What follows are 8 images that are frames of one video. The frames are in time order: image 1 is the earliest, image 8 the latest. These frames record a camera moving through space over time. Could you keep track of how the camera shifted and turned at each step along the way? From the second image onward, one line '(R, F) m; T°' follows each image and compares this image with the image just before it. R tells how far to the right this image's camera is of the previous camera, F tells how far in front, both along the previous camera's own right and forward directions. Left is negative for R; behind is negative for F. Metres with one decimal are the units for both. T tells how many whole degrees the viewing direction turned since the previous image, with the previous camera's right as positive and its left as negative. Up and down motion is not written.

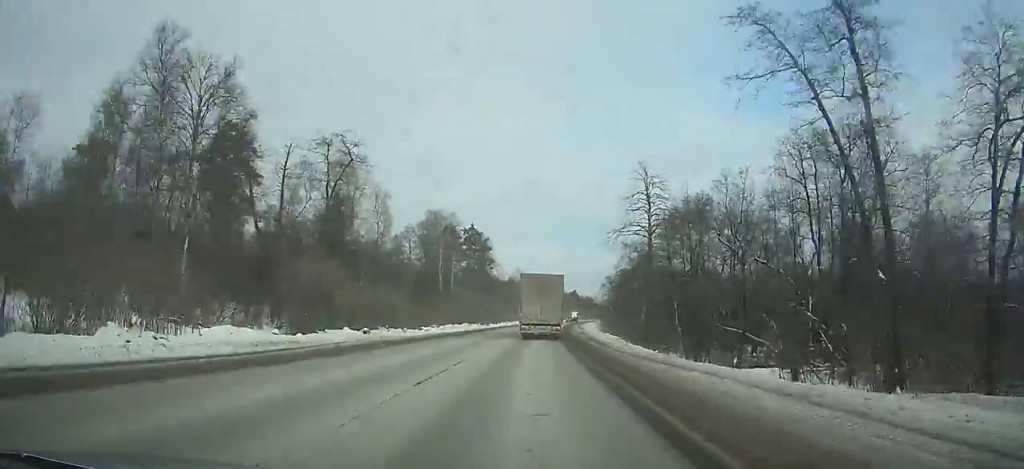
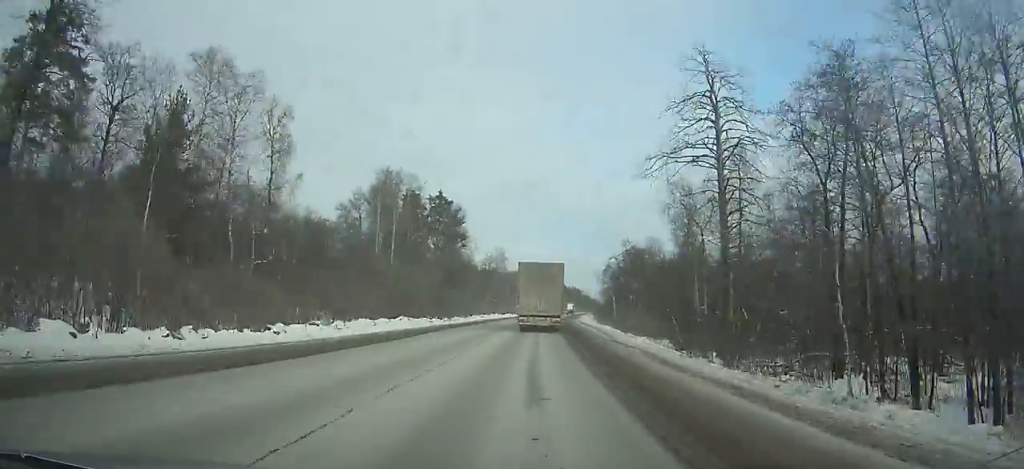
(+0.2, +31.2) m; +1°
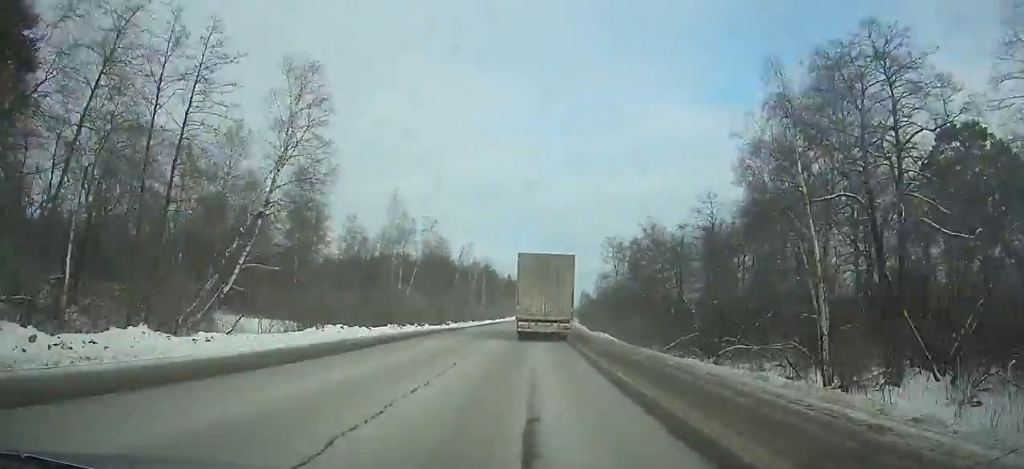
(+4.0, +103.0) m; +4°
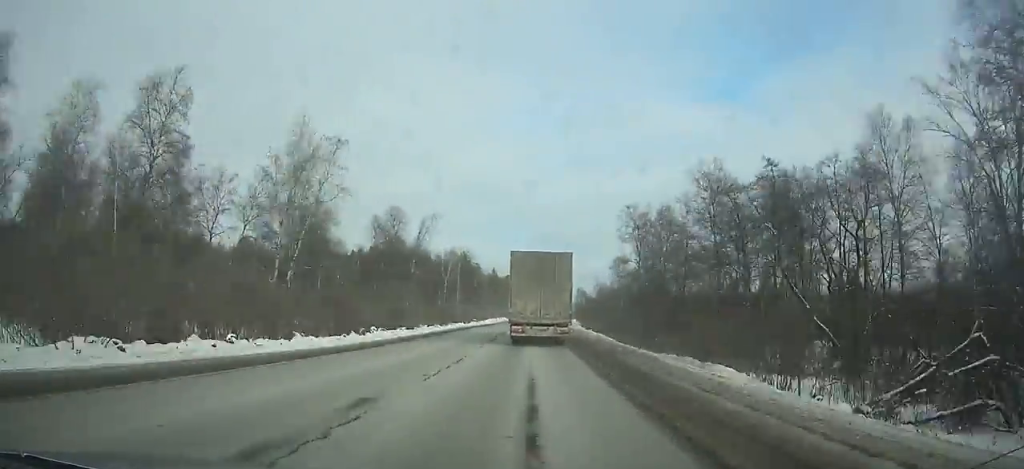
(+0.2, +33.4) m; +1°
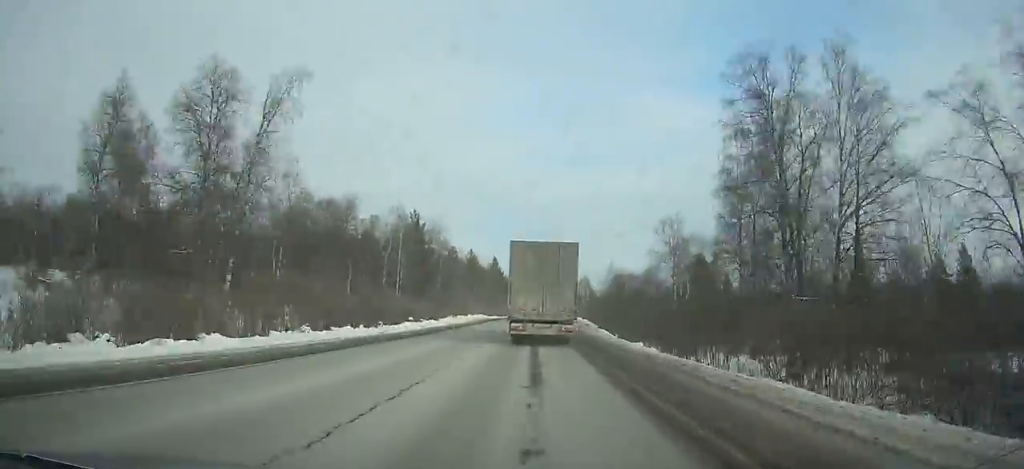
(+0.5, +49.5) m; +1°
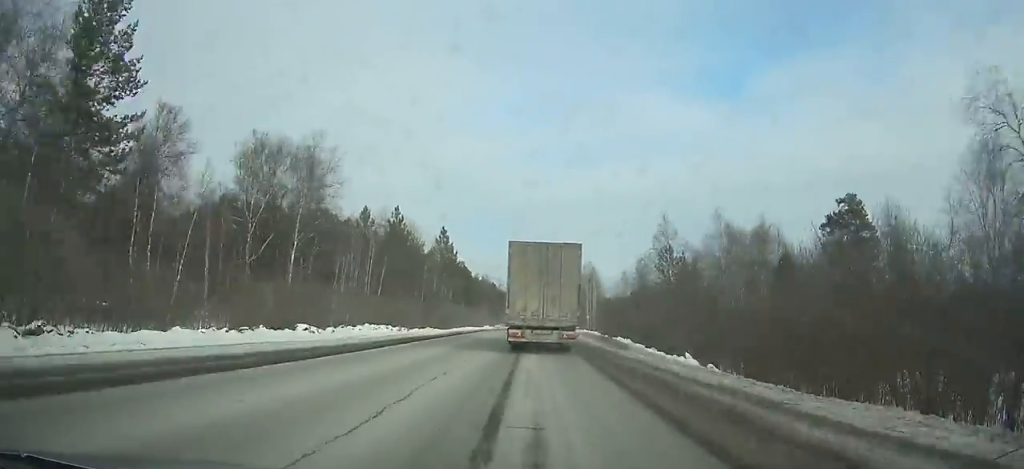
(+1.3, +67.7) m; +2°
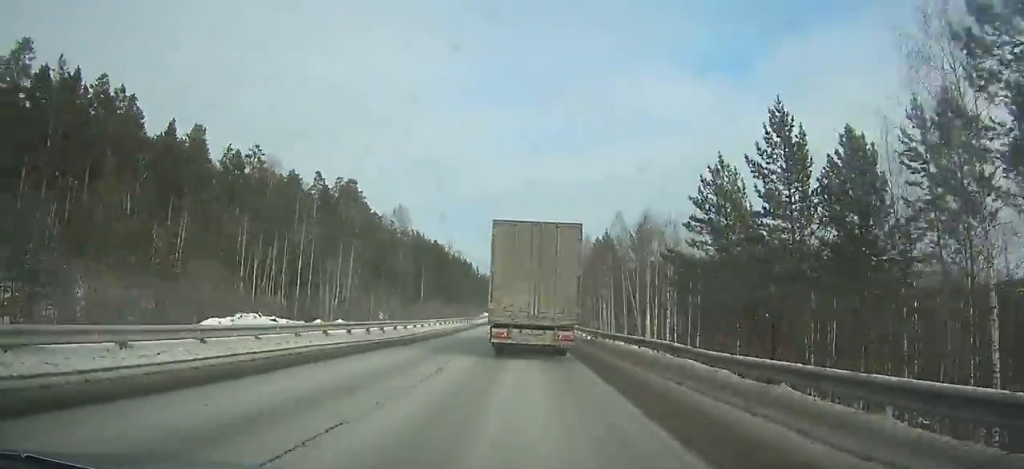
(+3.1, +146.0) m; +2°
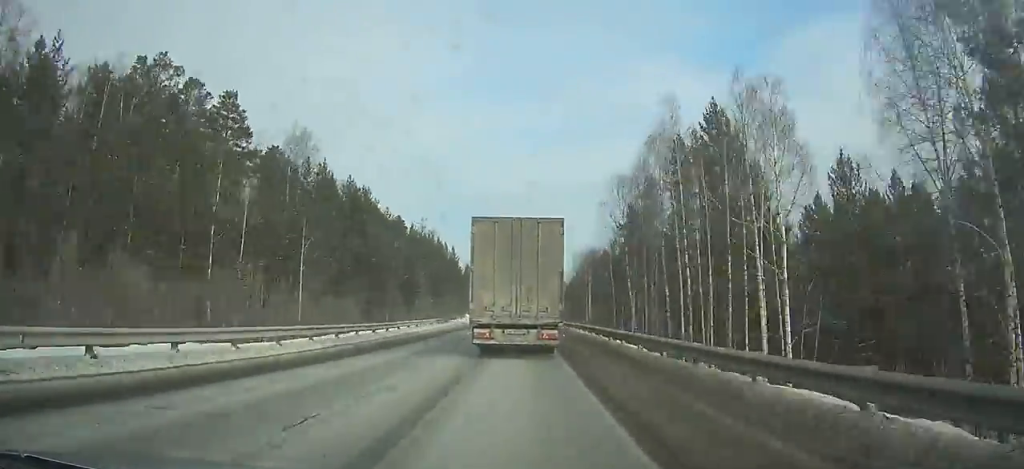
(+0.1, +57.8) m; 0°
